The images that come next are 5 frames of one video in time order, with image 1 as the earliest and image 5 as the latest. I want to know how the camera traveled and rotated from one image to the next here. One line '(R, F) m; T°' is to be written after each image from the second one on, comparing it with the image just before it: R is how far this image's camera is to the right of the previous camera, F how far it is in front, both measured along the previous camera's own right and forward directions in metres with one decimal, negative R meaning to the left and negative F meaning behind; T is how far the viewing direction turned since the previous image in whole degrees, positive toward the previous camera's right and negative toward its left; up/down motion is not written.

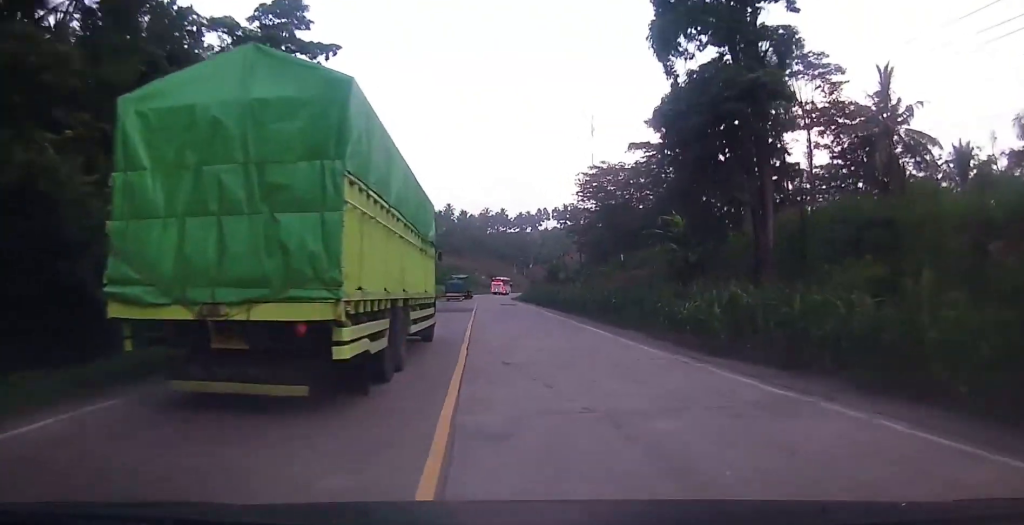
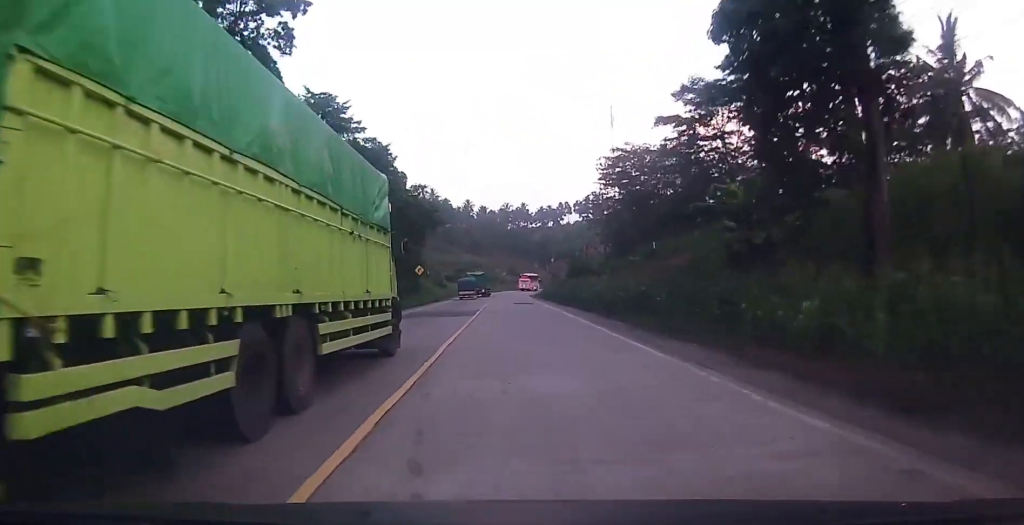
(+0.6, +8.2) m; 0°
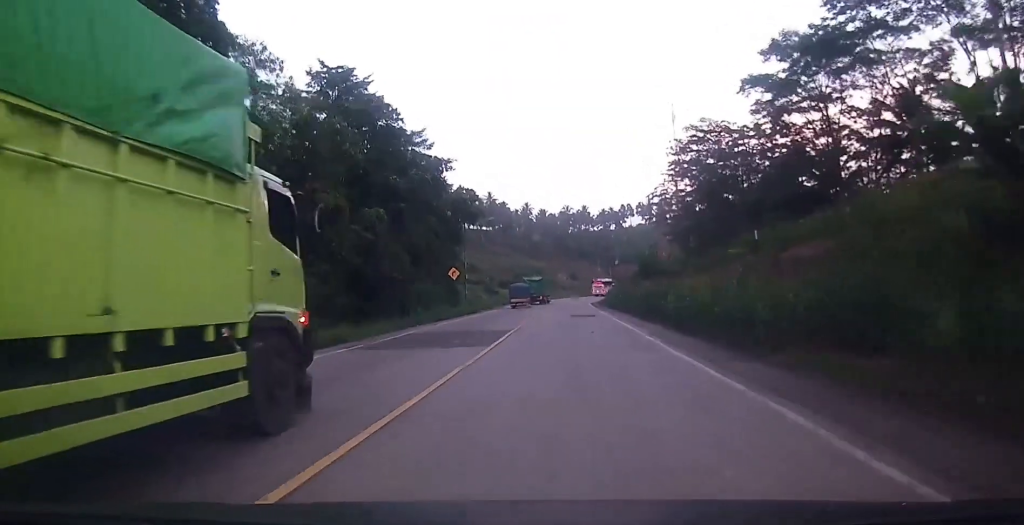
(-0.4, +13.4) m; -1°
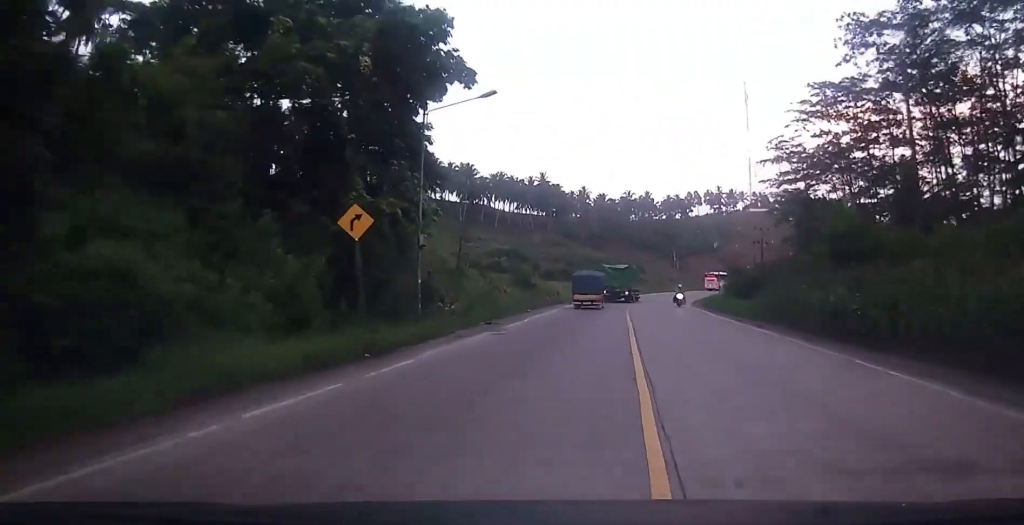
(-2.6, +37.2) m; -10°
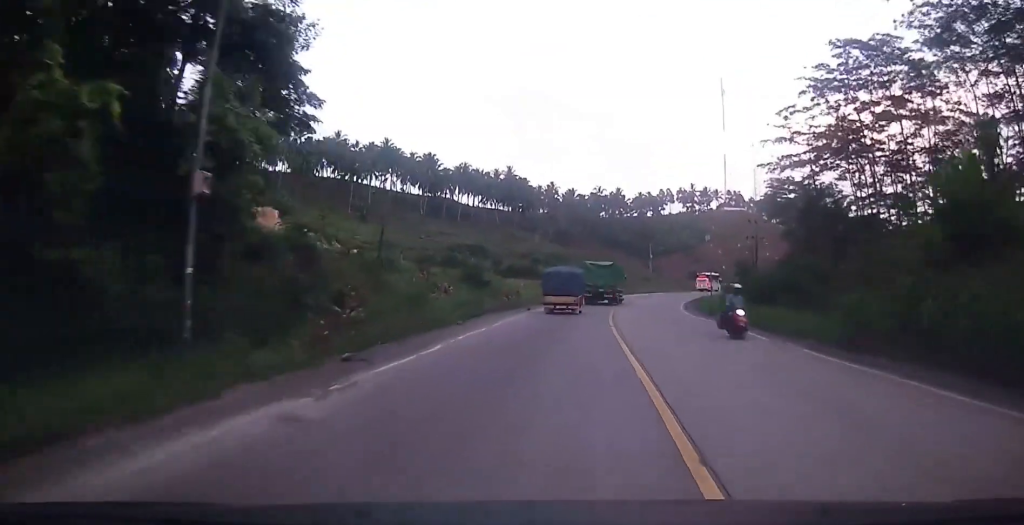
(+0.1, +13.6) m; +2°
